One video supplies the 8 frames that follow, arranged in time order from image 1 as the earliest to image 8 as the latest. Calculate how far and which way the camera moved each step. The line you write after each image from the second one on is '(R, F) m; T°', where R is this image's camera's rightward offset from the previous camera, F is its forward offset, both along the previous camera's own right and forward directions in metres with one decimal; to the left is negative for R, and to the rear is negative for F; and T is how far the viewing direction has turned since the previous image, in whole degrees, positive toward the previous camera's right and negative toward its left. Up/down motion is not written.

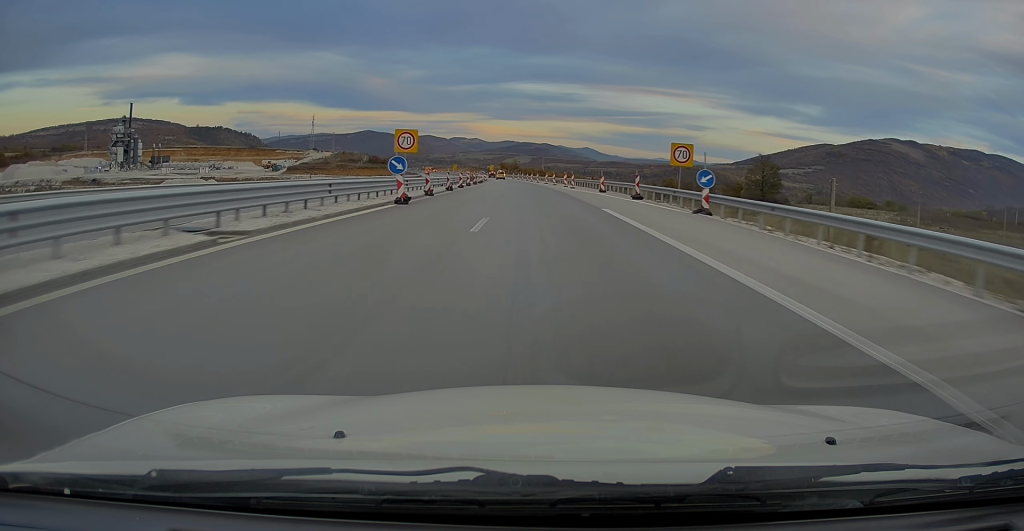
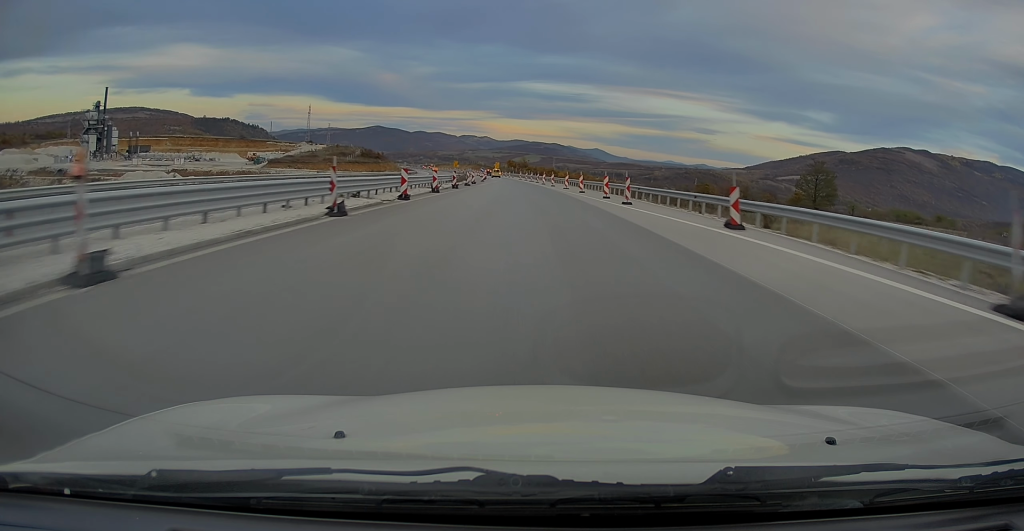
(+0.1, +27.1) m; -1°
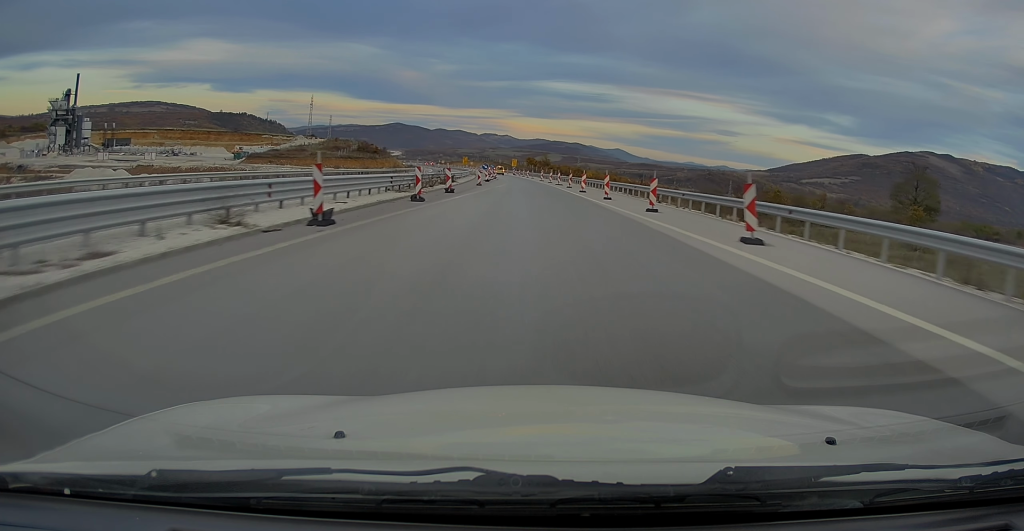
(-0.6, +33.4) m; -2°
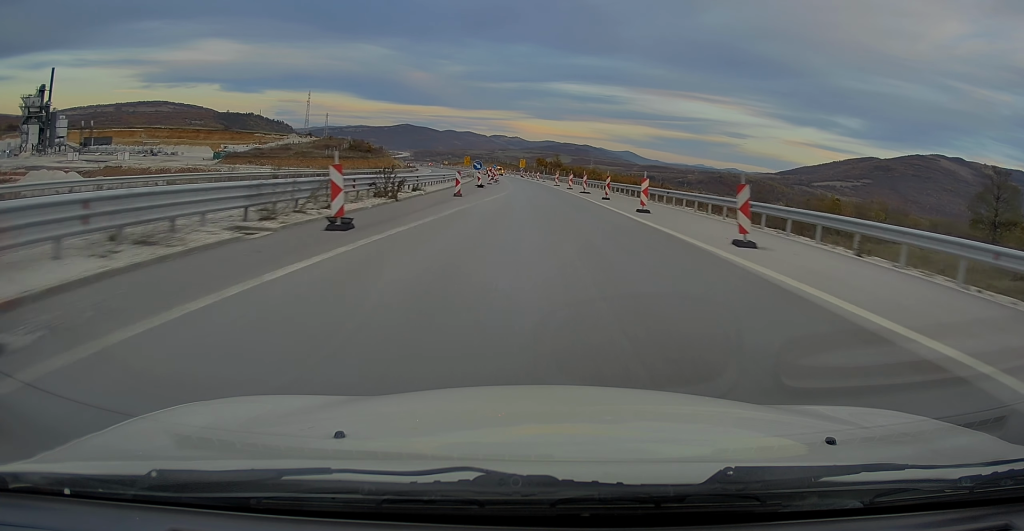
(-0.1, +20.5) m; -1°
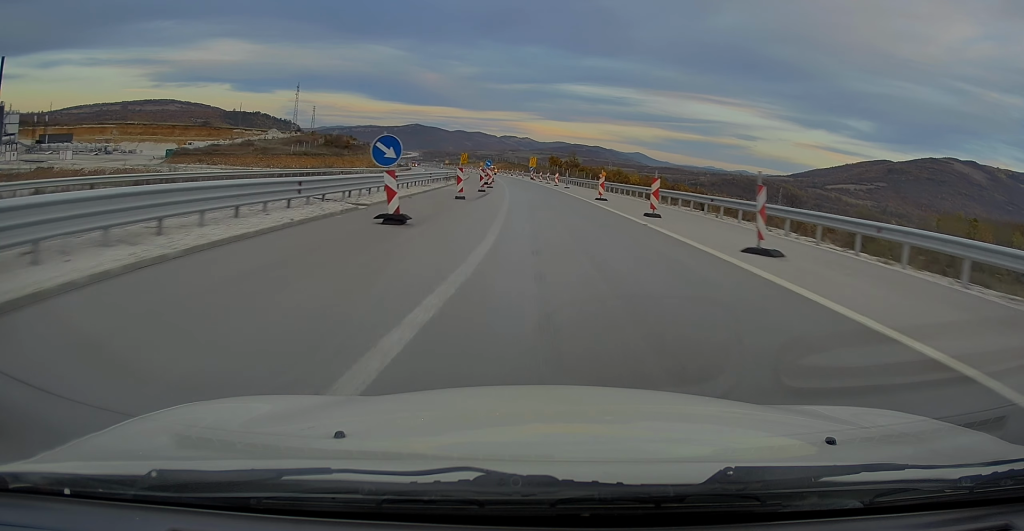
(-0.4, +31.6) m; -1°
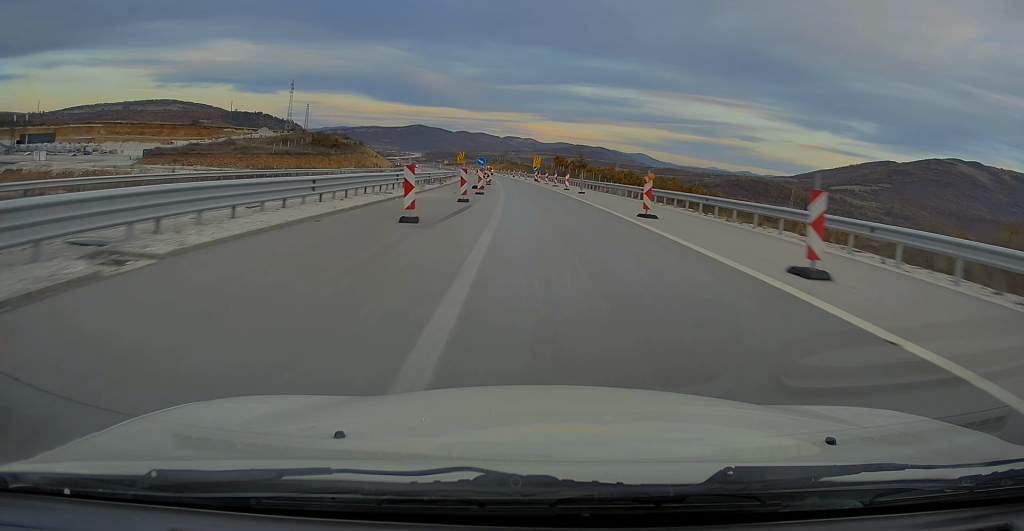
(0.0, +11.8) m; 0°
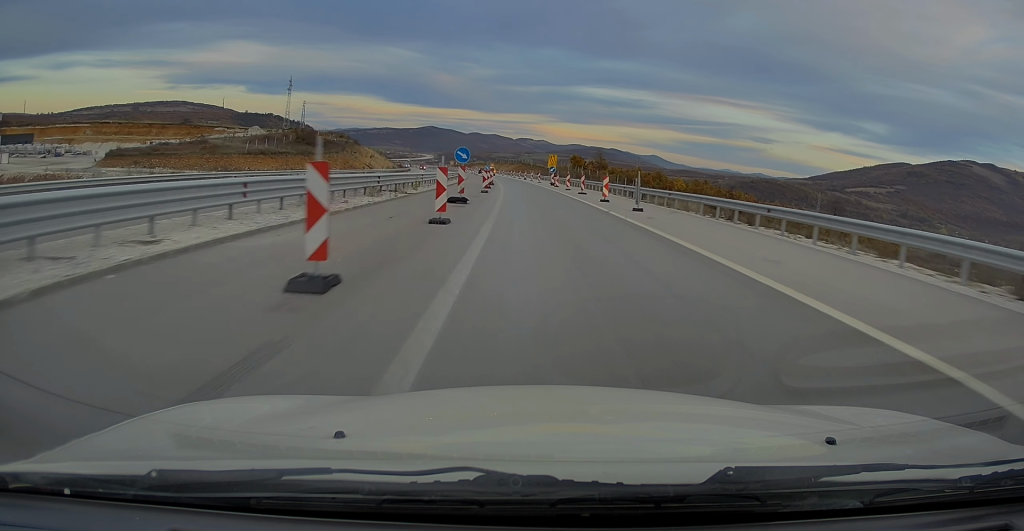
(-0.1, +18.0) m; -1°
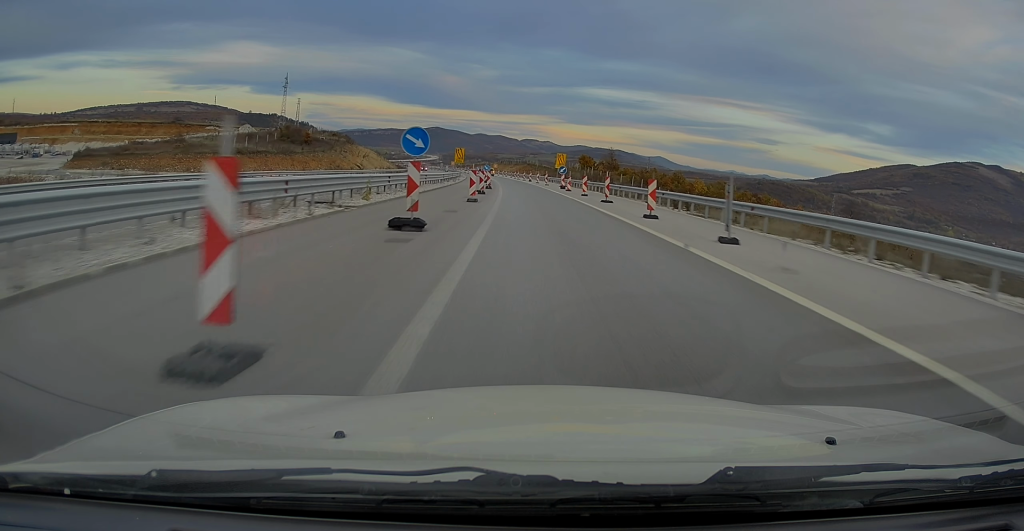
(-0.2, +10.8) m; -1°
